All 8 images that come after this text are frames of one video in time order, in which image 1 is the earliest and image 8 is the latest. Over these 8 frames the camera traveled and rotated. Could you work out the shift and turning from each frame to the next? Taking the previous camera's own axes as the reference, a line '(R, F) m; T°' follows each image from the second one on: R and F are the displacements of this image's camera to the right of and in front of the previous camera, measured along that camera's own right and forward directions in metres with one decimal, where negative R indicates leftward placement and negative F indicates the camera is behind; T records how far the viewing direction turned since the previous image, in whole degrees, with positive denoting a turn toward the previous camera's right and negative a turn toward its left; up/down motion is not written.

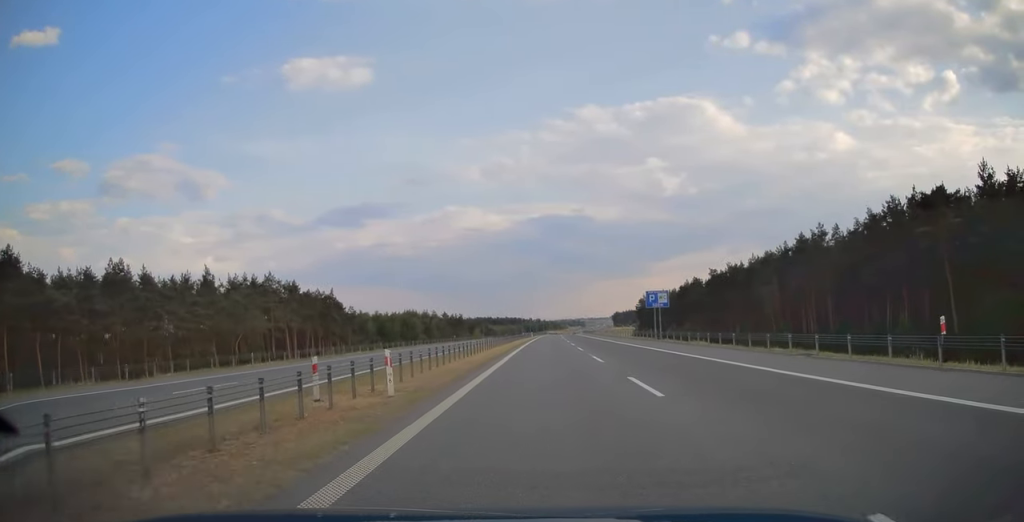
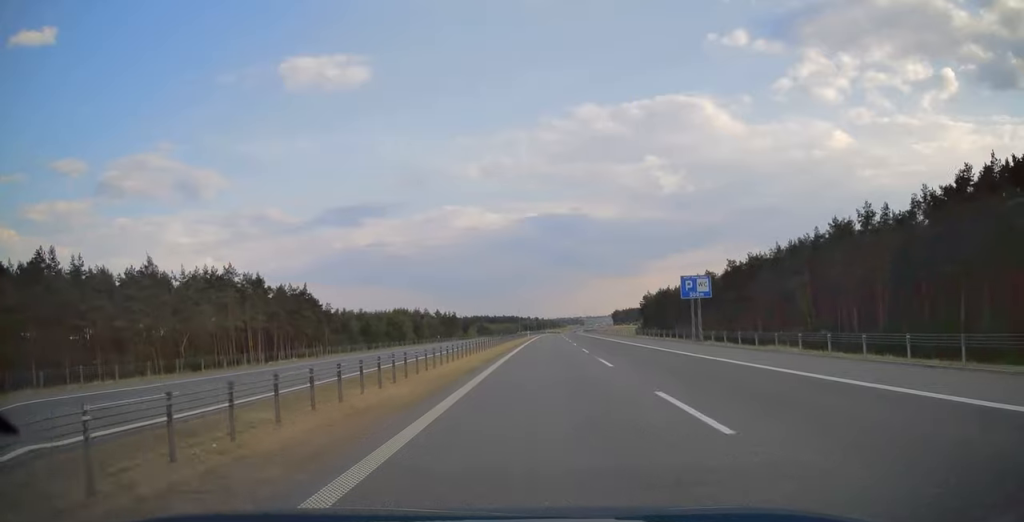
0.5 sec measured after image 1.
(0.0, +16.0) m; 0°
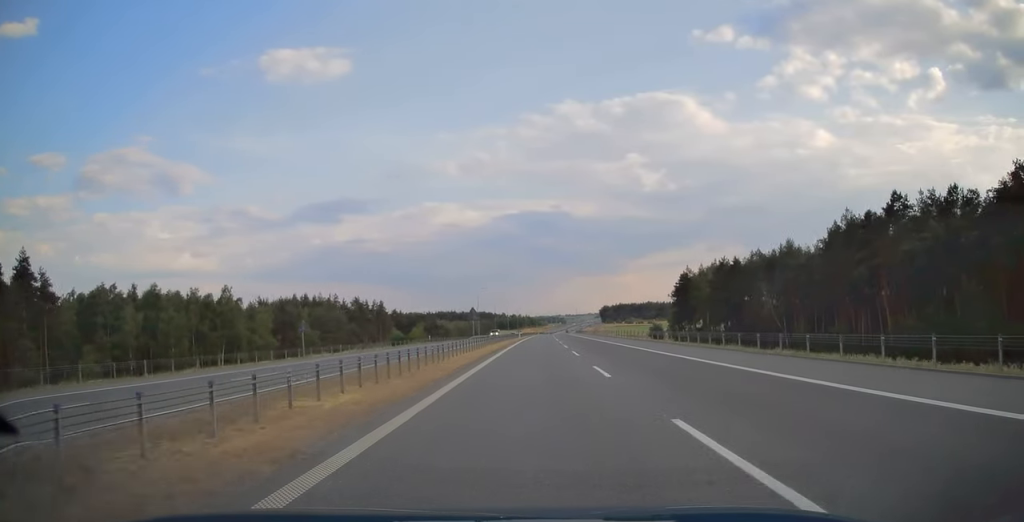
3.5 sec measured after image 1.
(+1.2, +99.3) m; +2°
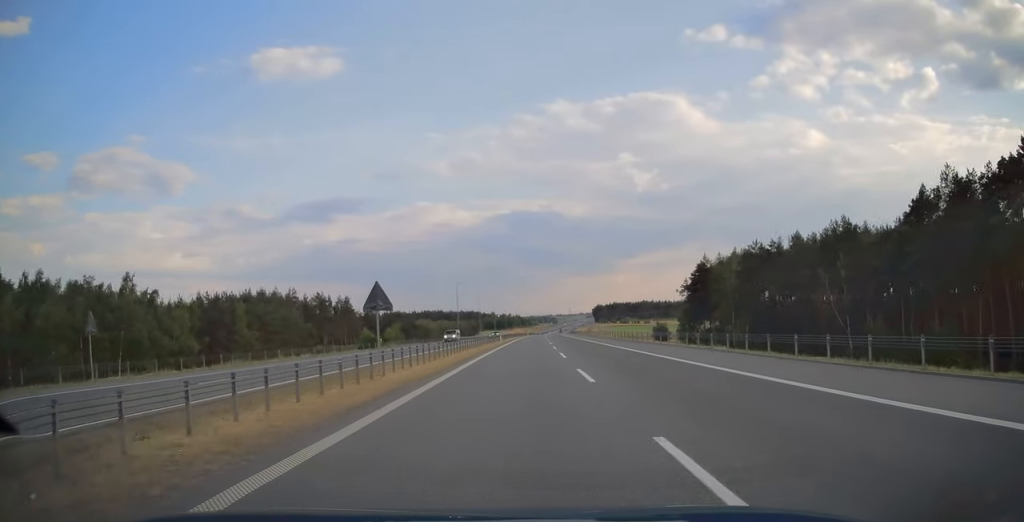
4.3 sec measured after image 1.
(+0.1, +25.3) m; +1°
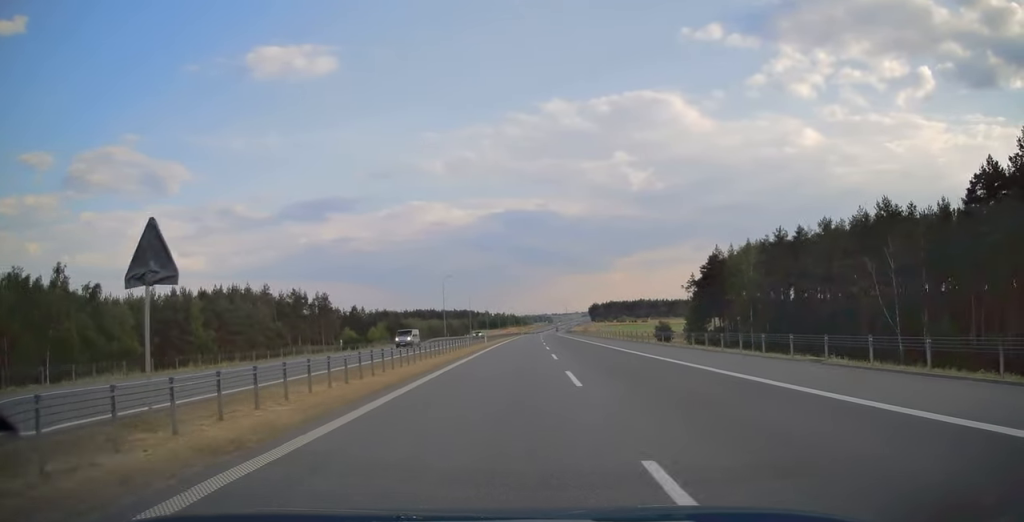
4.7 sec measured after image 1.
(0.0, +13.2) m; 0°
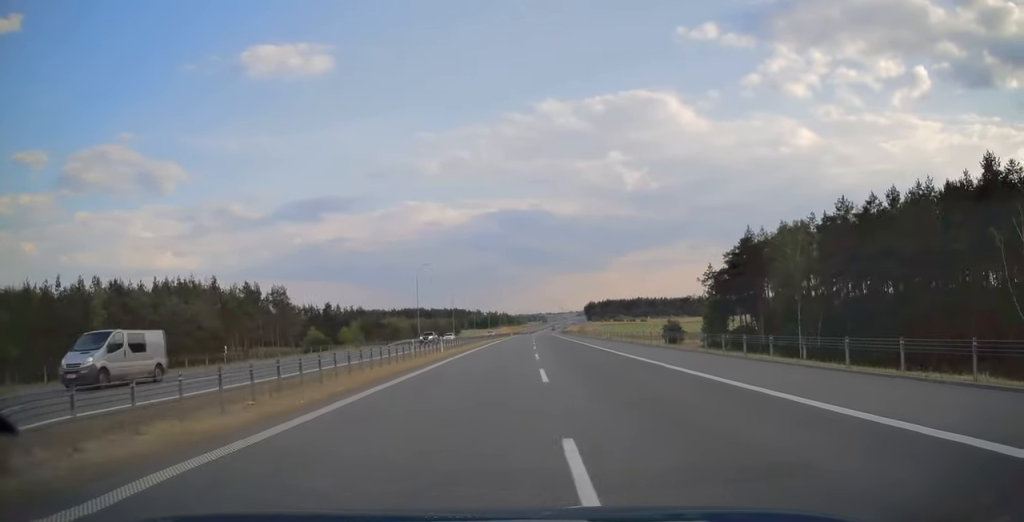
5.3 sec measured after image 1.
(+0.2, +22.6) m; +1°
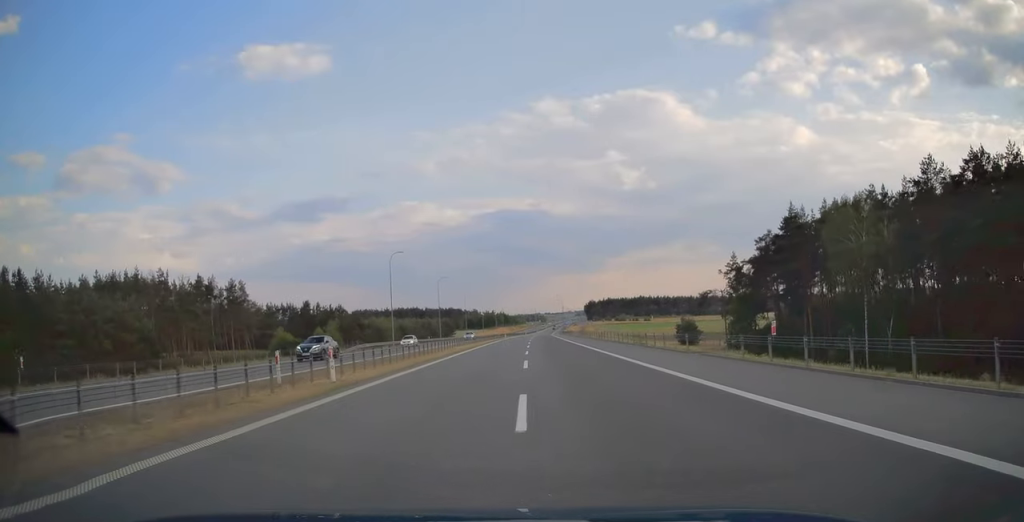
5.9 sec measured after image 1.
(+0.1, +18.7) m; 0°
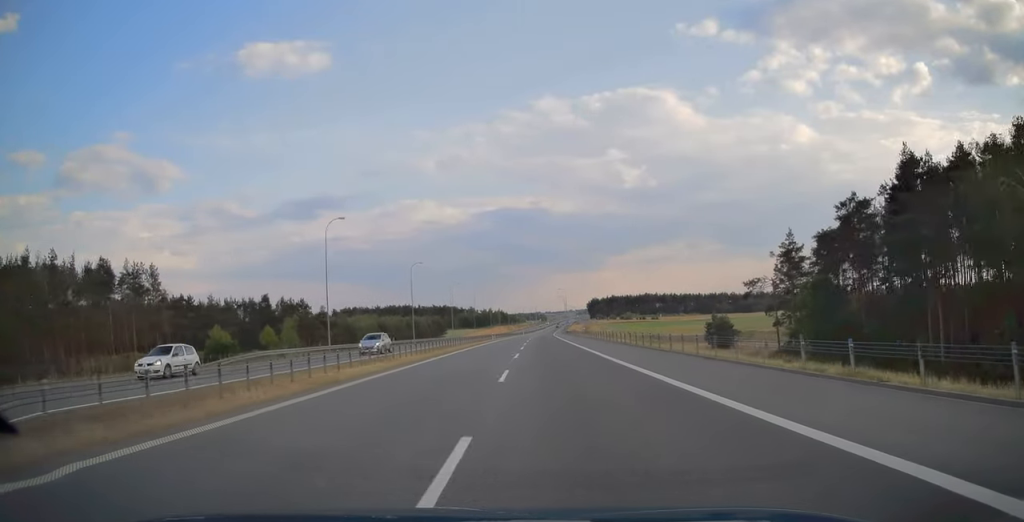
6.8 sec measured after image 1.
(+0.1, +28.7) m; +1°
